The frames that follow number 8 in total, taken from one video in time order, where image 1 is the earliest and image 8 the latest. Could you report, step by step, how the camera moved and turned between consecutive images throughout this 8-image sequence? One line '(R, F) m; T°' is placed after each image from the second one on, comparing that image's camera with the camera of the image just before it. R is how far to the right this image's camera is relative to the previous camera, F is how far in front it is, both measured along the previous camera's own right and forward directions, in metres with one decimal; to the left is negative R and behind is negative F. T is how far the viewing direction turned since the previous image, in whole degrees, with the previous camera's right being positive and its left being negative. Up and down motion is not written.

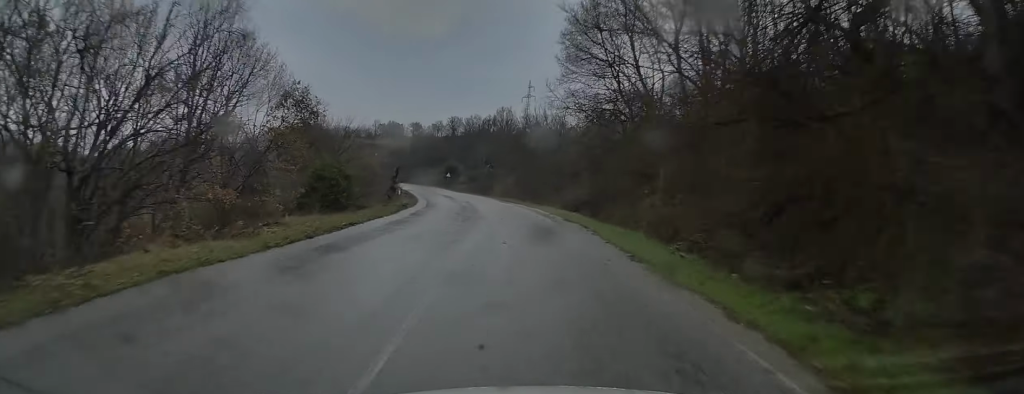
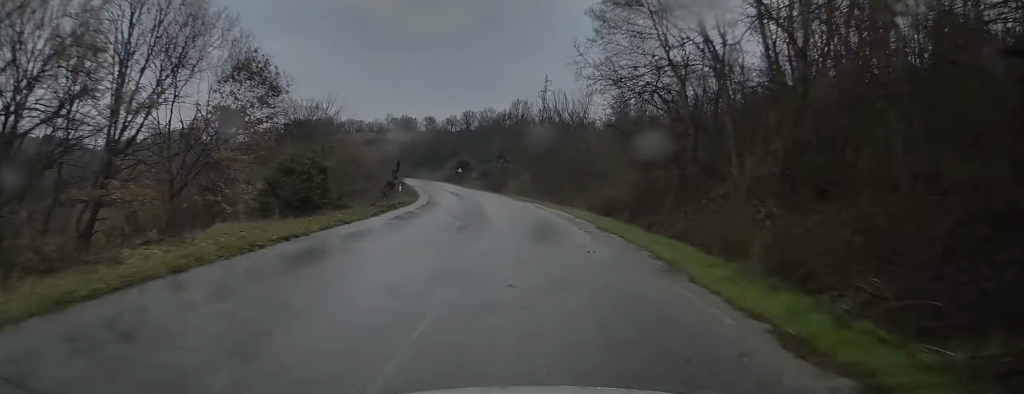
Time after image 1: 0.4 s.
(+0.2, +6.4) m; -2°
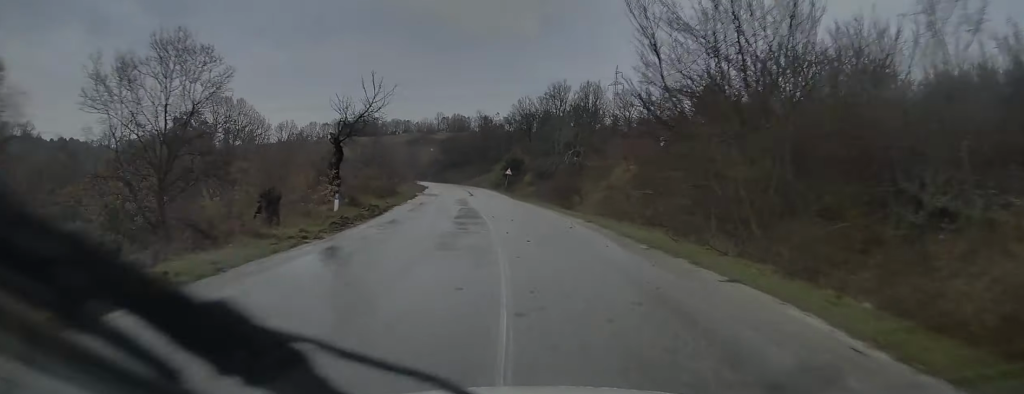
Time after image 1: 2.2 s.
(-2.3, +29.1) m; -6°
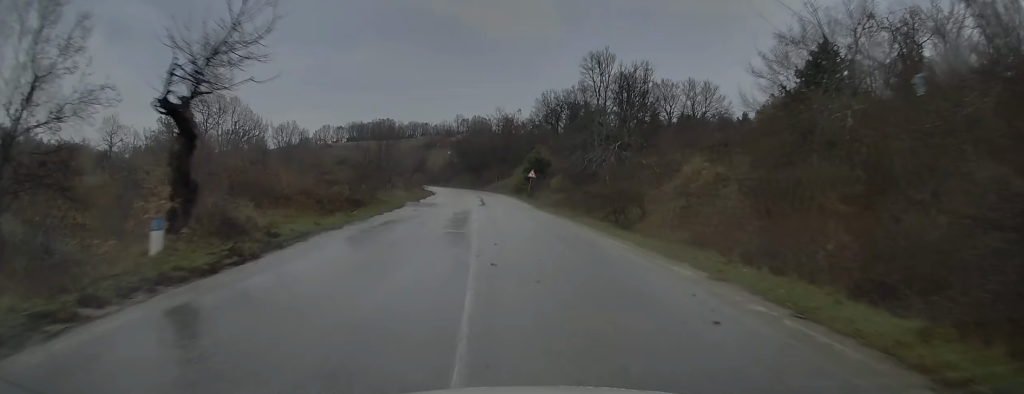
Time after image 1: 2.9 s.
(-0.1, +12.2) m; -2°
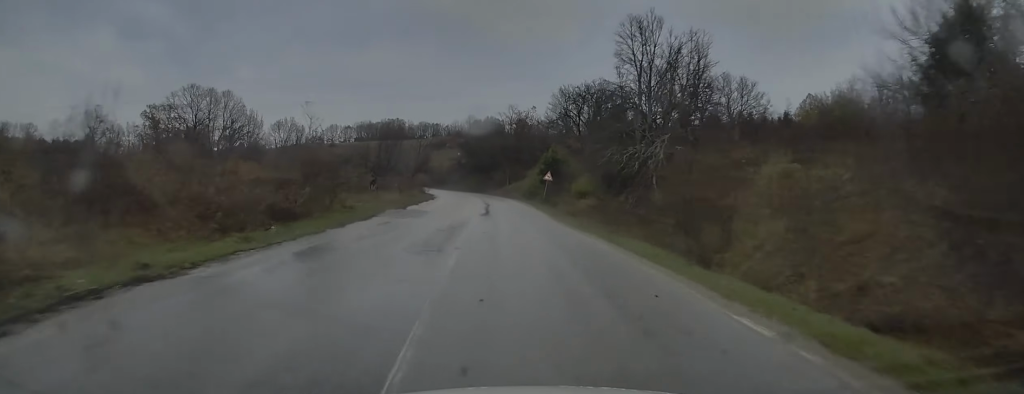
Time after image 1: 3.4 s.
(+0.1, +8.4) m; -1°
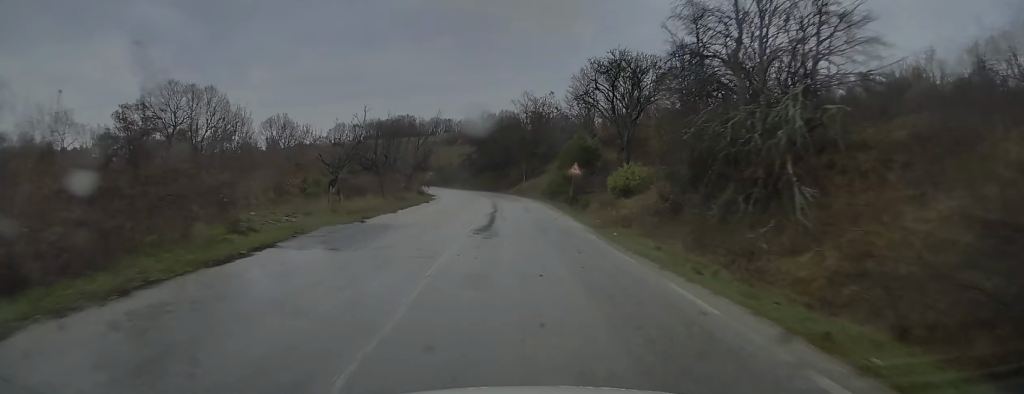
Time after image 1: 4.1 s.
(-0.3, +10.8) m; -1°
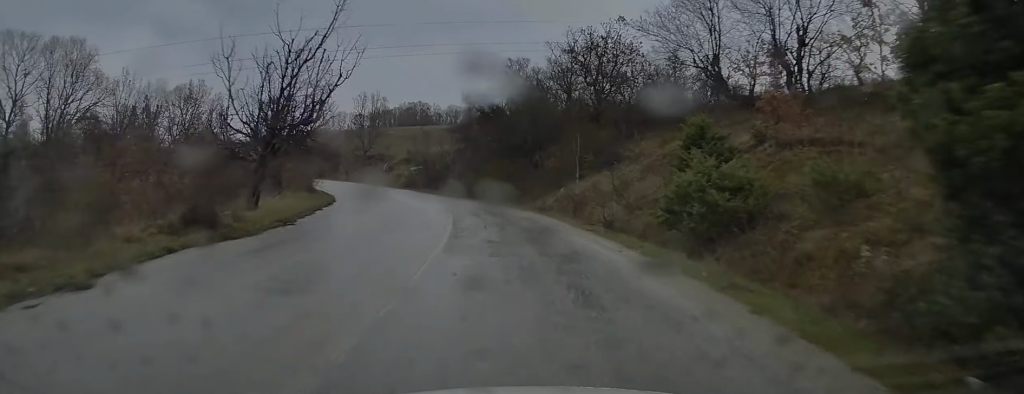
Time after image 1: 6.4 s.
(-1.0, +39.0) m; -4°
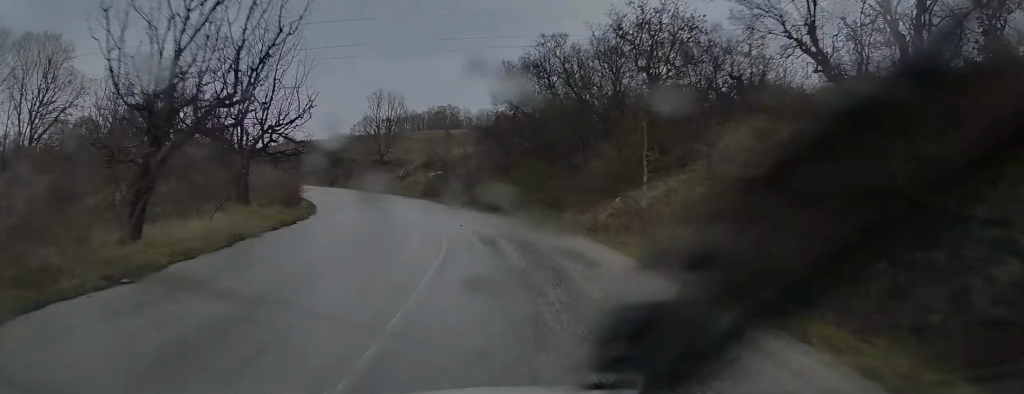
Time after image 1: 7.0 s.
(-0.2, +8.7) m; -1°
